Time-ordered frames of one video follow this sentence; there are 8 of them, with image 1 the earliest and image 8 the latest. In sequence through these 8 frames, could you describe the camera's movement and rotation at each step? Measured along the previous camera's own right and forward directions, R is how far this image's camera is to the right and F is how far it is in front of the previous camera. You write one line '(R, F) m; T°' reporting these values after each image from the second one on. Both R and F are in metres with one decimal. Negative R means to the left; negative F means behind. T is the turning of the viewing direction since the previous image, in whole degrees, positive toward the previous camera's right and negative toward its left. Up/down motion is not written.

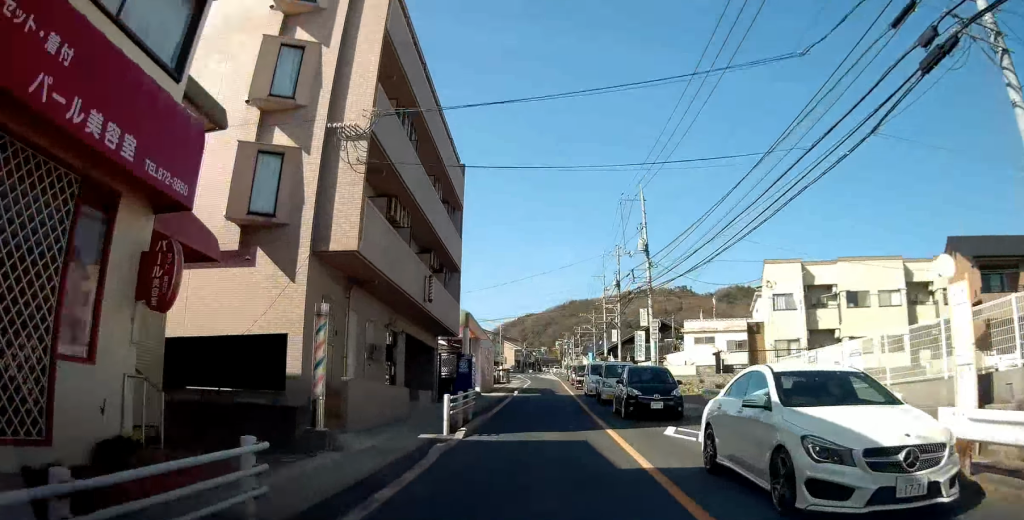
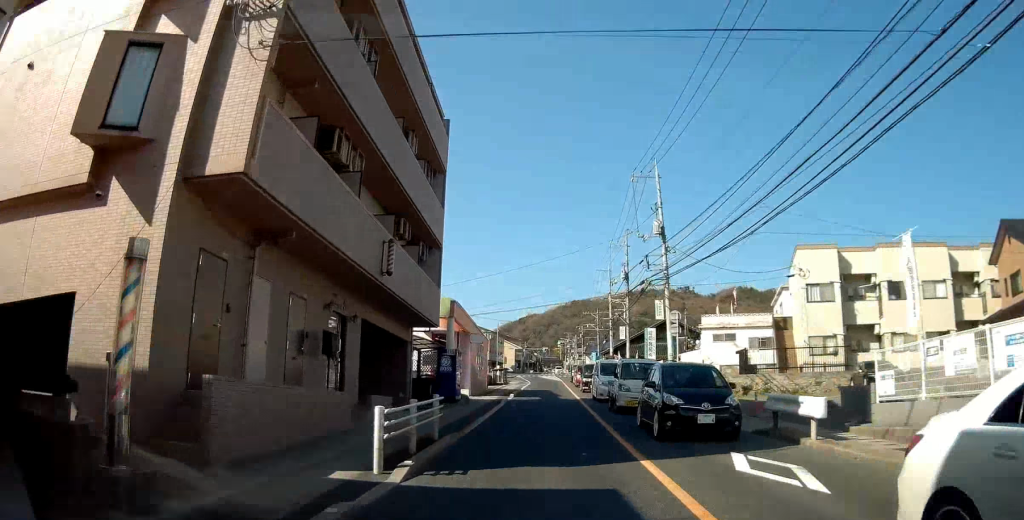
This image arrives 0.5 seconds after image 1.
(-0.2, +5.3) m; -2°
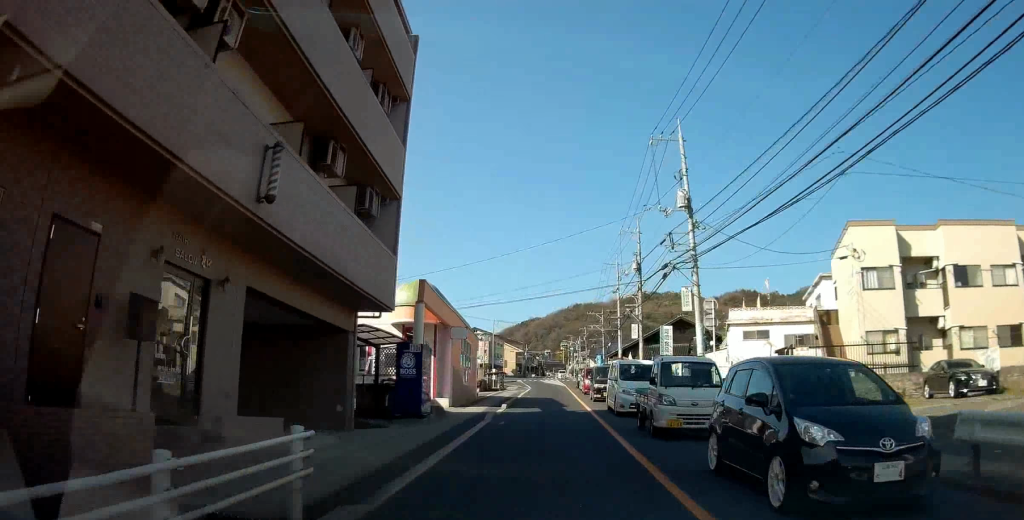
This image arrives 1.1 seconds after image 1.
(-0.1, +6.9) m; -2°
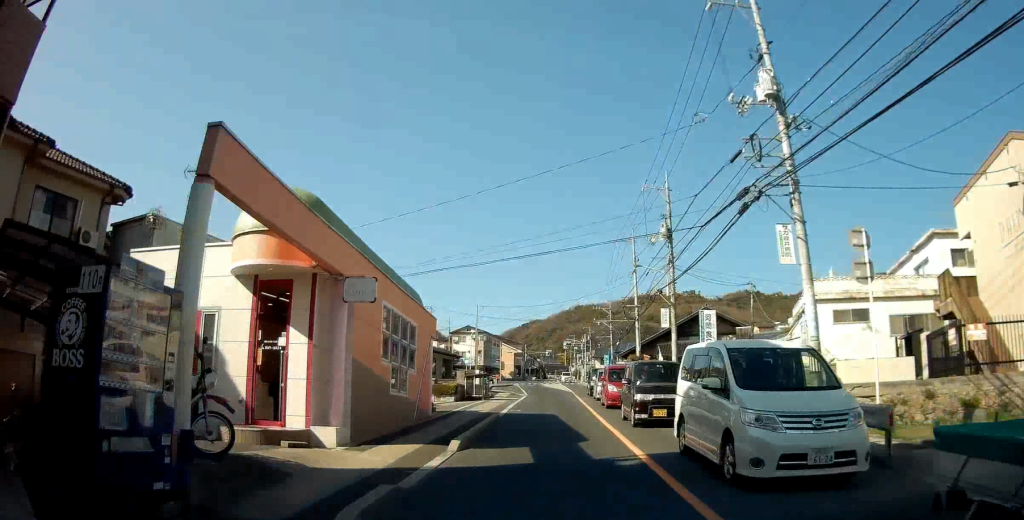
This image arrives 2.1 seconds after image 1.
(-0.3, +12.4) m; -2°
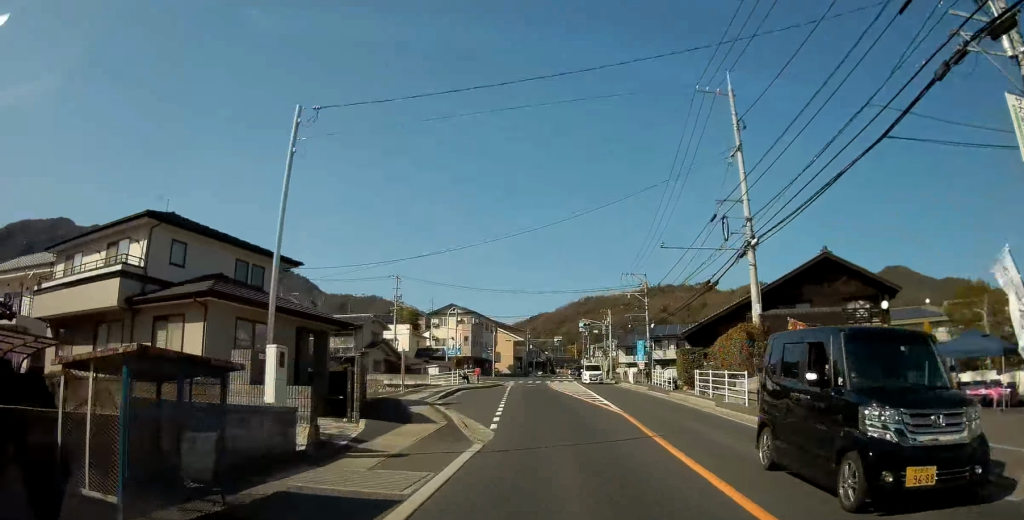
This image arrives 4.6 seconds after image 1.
(+1.2, +30.0) m; 0°
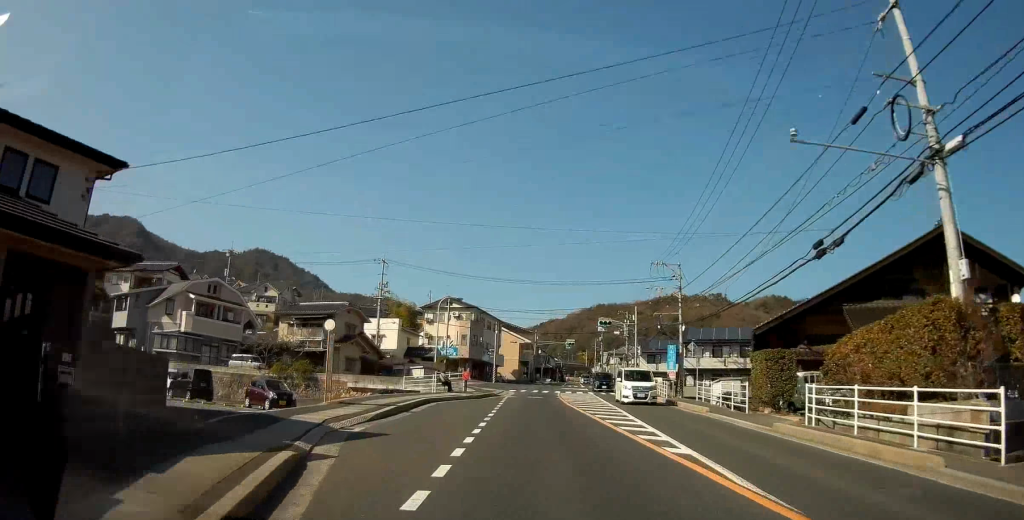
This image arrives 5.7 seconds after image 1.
(-0.8, +13.4) m; 0°
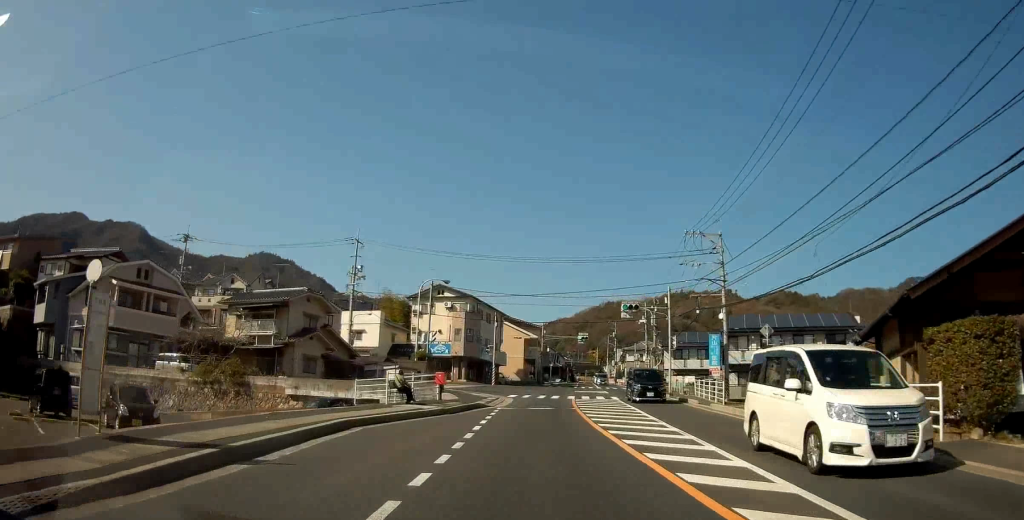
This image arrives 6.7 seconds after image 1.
(+0.7, +12.5) m; 0°
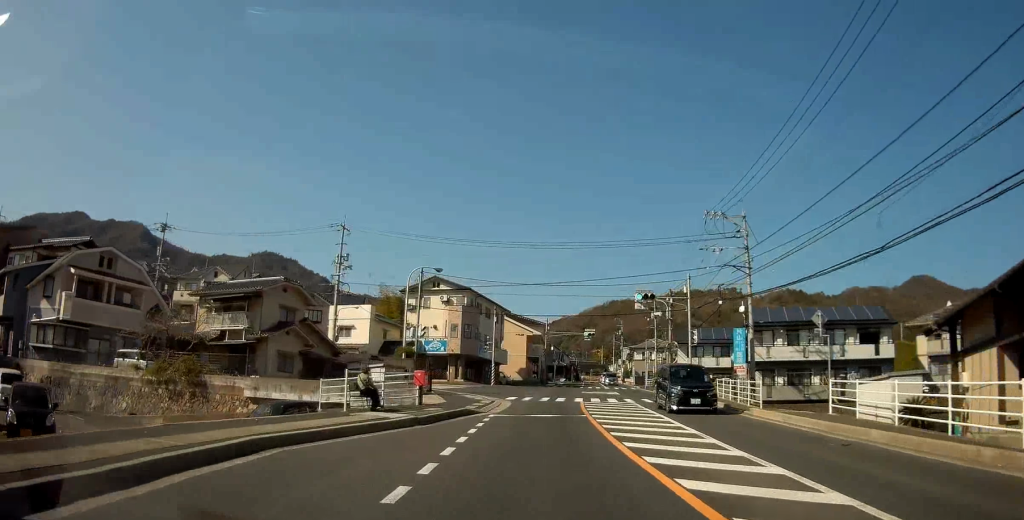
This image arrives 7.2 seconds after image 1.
(-0.3, +5.6) m; 0°
